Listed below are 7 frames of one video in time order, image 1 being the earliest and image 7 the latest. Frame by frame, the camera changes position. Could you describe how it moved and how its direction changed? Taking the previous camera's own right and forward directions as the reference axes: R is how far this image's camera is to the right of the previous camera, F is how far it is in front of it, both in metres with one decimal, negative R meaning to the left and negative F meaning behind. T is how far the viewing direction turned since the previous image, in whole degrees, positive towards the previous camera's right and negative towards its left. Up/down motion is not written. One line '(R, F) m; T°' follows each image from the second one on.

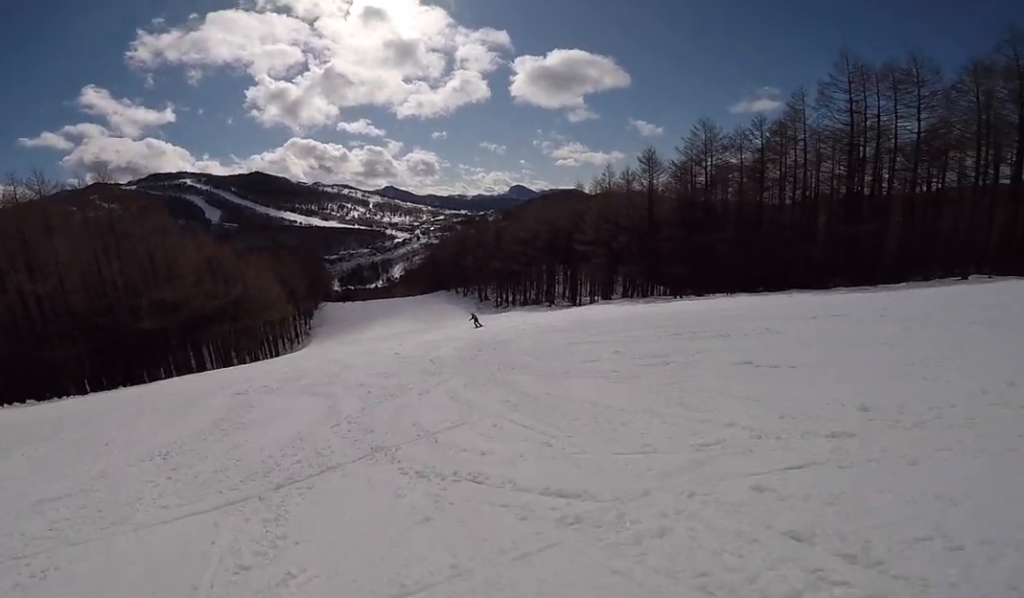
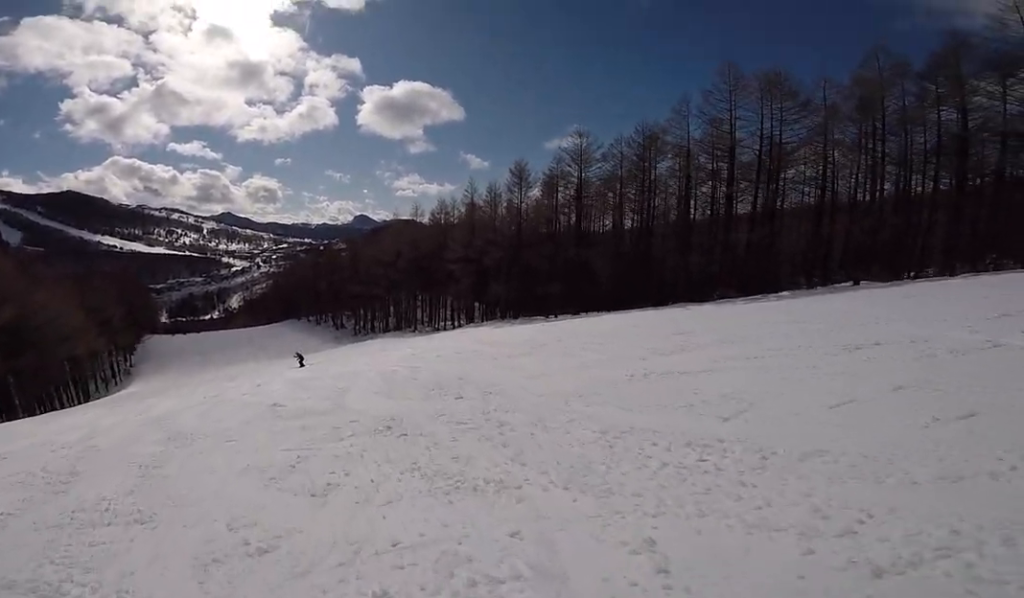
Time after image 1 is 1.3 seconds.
(+1.4, +7.6) m; +27°
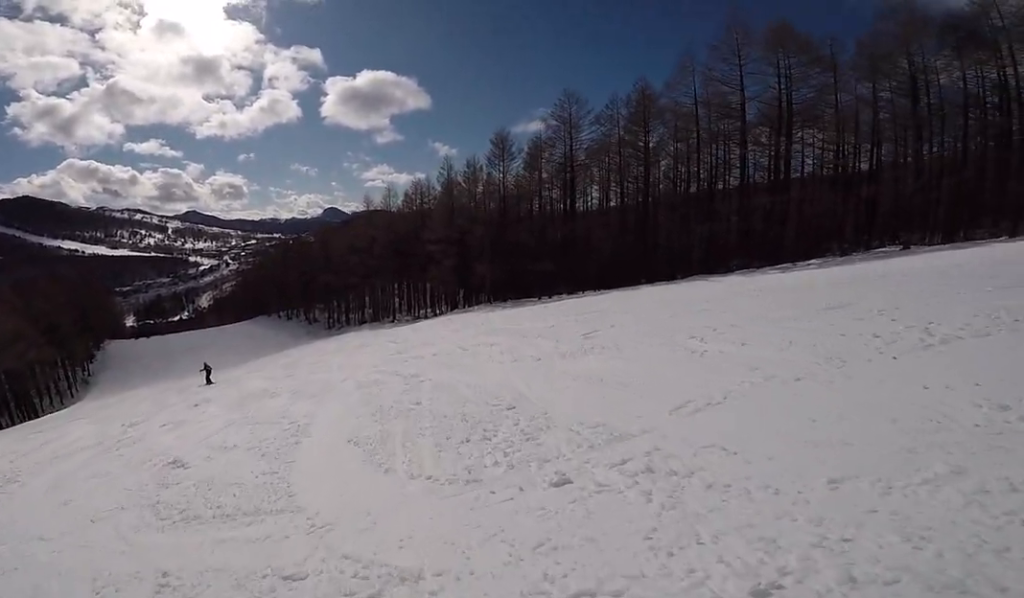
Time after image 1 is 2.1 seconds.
(+1.4, +4.8) m; +16°
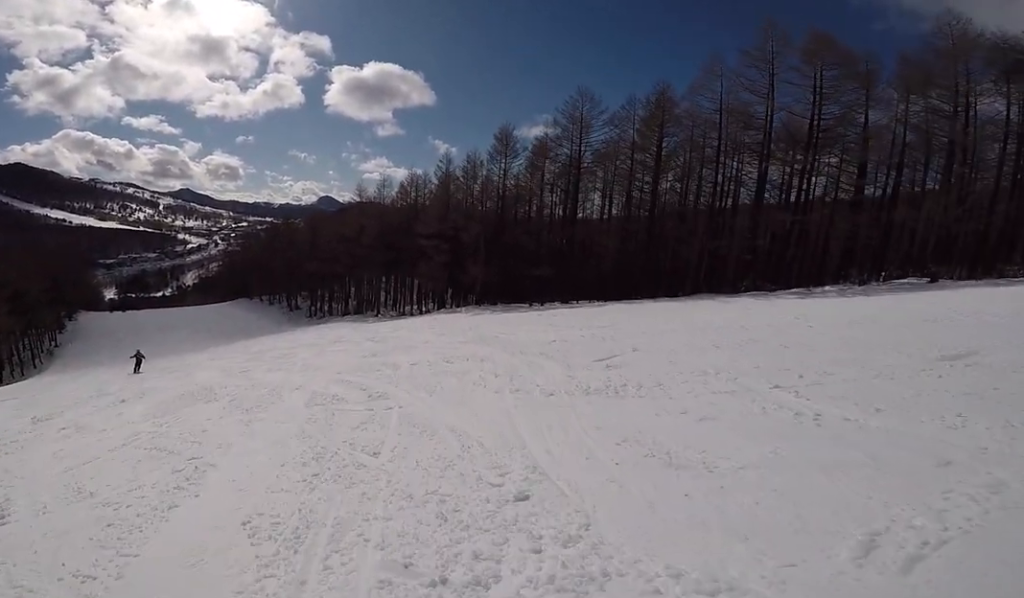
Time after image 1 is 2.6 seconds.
(+0.2, +2.6) m; +4°
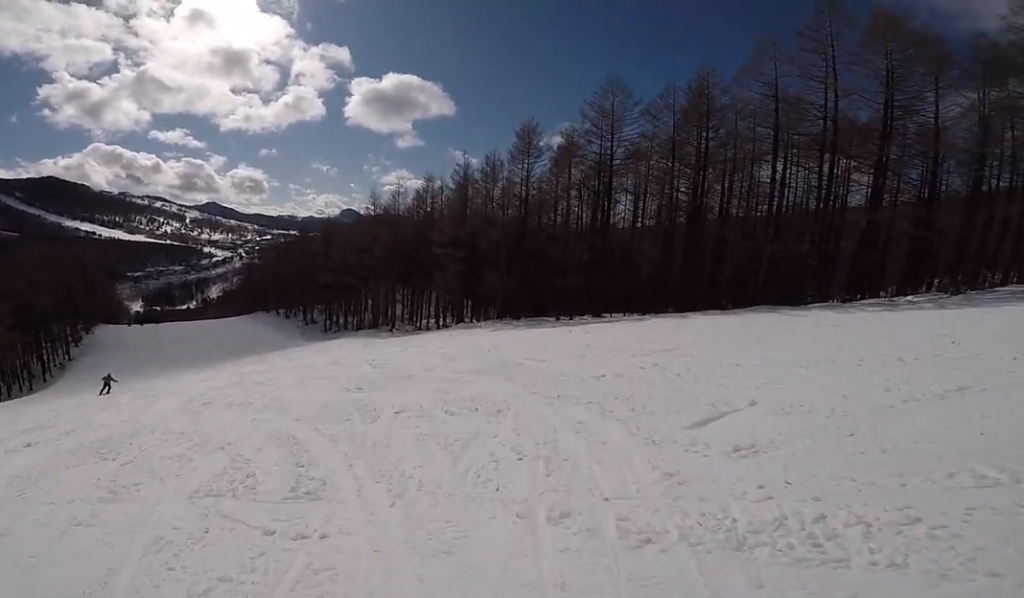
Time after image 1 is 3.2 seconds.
(0.0, +3.7) m; -3°
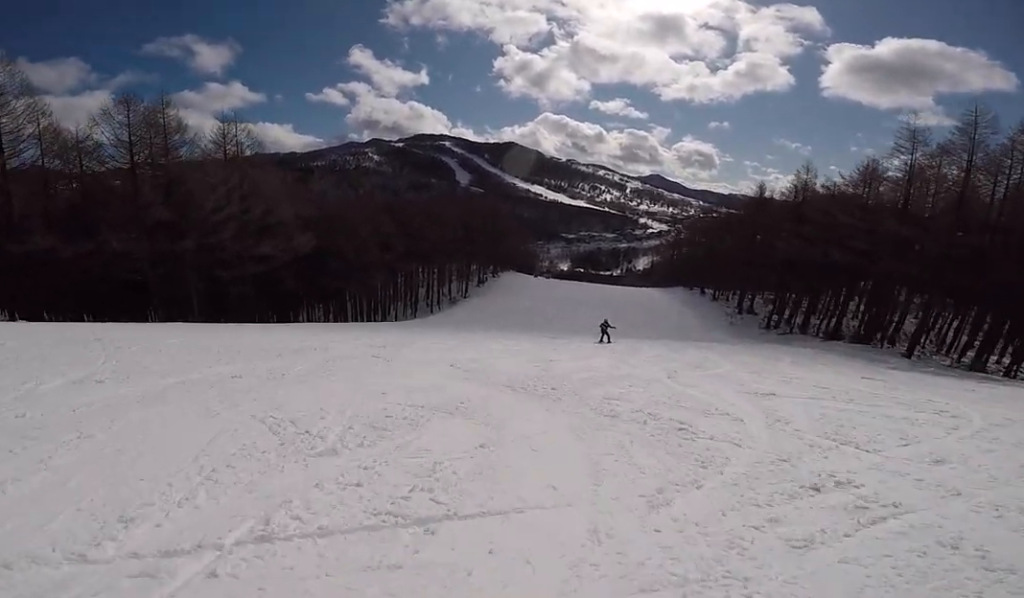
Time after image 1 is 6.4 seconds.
(-9.3, +13.7) m; -56°
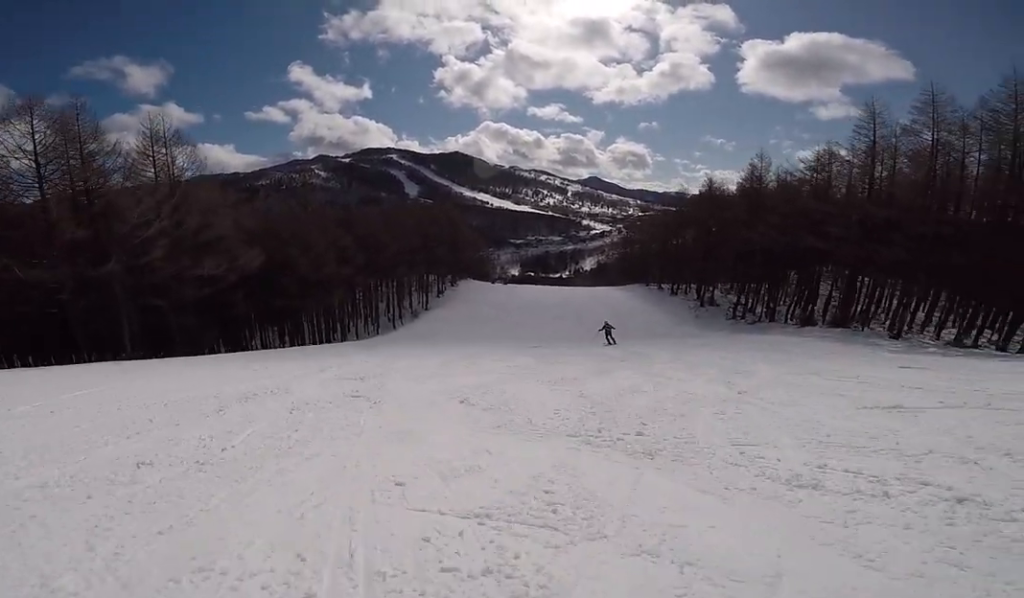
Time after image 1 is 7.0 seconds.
(-0.1, +3.7) m; +6°
